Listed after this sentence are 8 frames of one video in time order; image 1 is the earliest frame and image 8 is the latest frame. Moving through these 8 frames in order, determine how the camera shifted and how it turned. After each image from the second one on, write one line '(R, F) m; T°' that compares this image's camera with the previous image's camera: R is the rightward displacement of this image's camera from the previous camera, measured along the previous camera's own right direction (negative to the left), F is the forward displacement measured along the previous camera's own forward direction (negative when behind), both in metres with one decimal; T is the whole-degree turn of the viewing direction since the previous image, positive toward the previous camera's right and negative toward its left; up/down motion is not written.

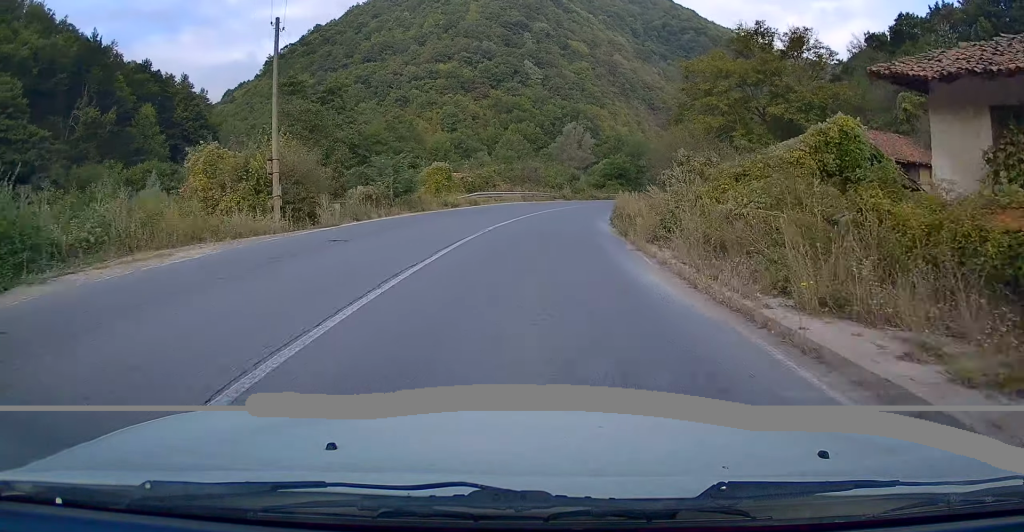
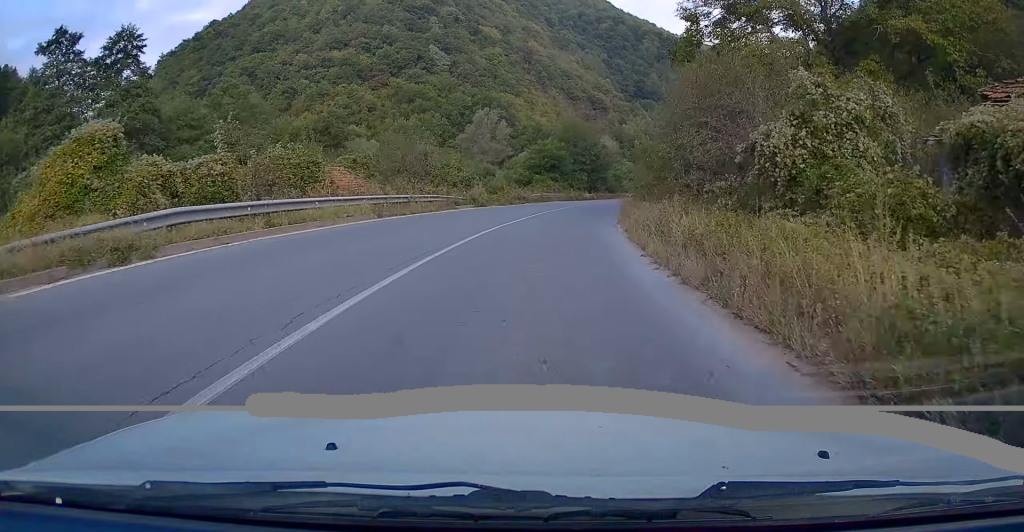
(+1.7, +28.8) m; +7°
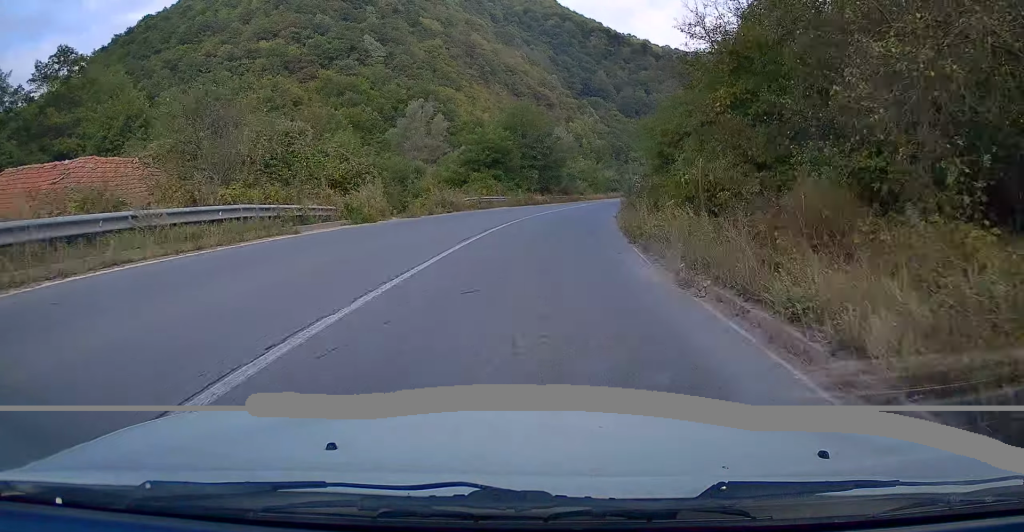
(+0.4, +16.9) m; +4°
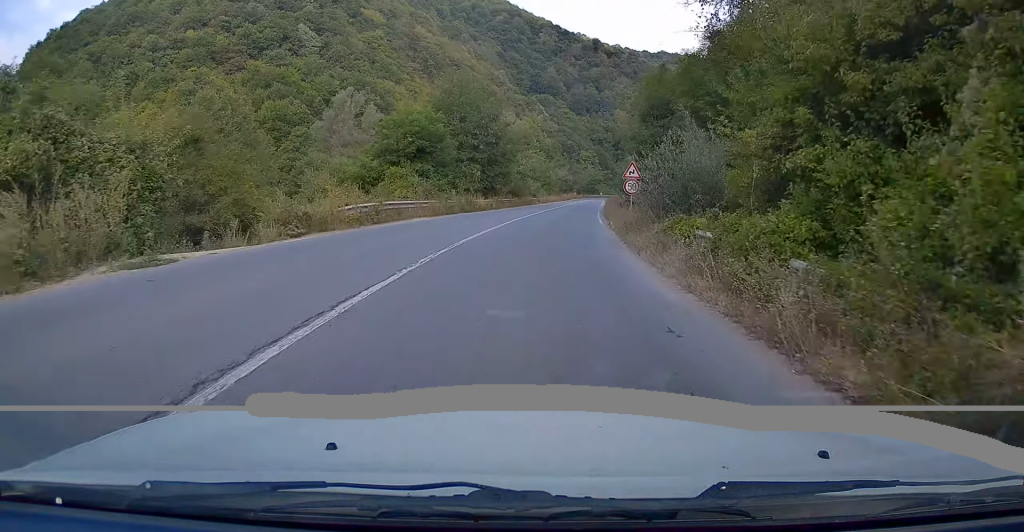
(+0.7, +15.7) m; +5°
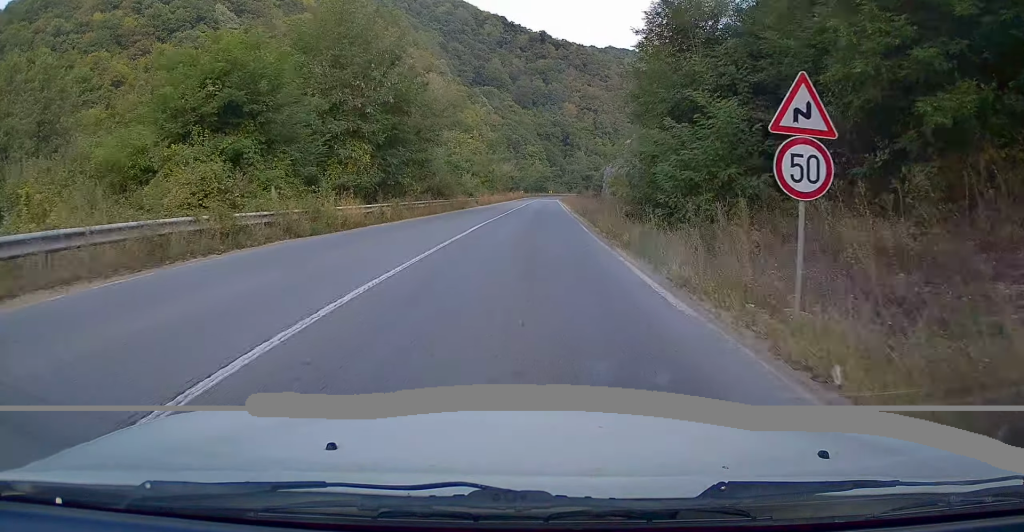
(+1.2, +21.3) m; +7°
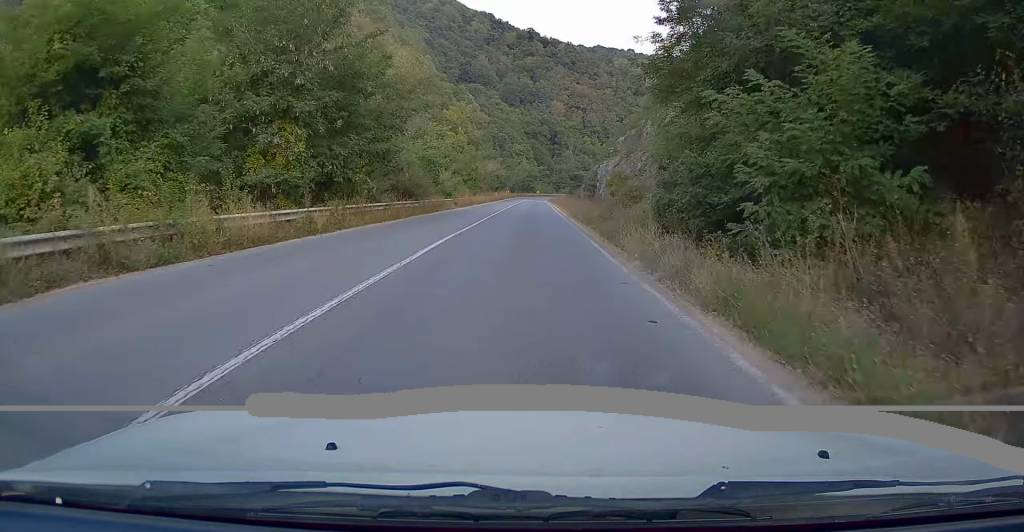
(+0.1, +7.4) m; +2°
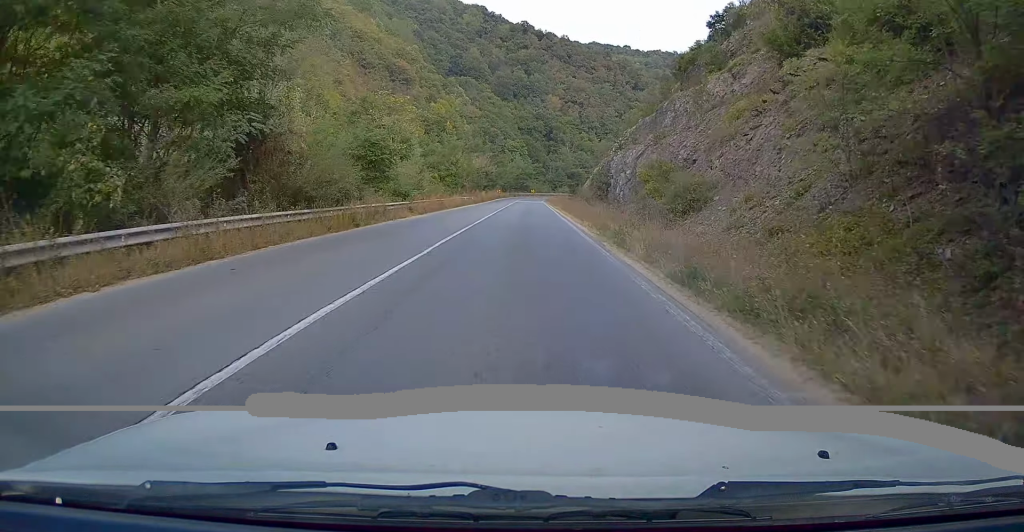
(+0.7, +17.5) m; +3°
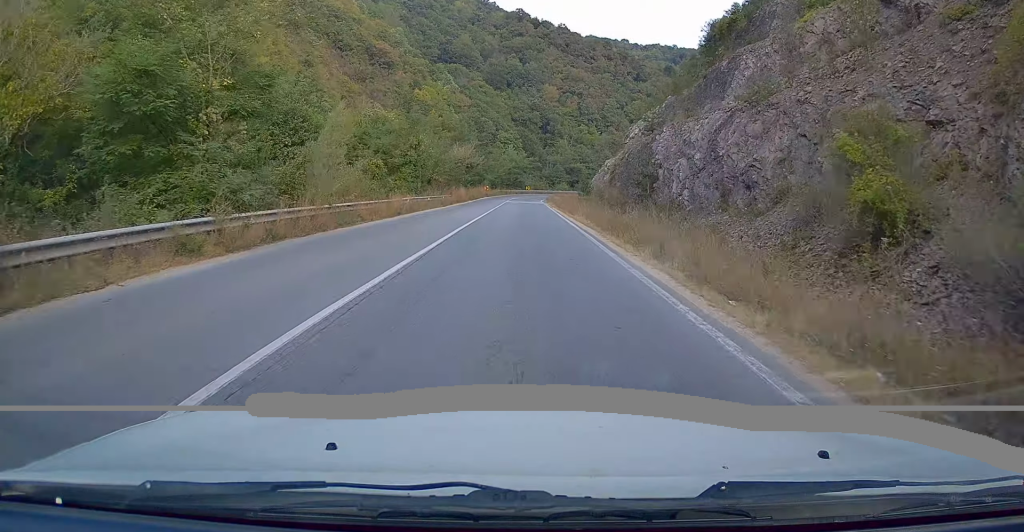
(+0.3, +22.6) m; 0°
